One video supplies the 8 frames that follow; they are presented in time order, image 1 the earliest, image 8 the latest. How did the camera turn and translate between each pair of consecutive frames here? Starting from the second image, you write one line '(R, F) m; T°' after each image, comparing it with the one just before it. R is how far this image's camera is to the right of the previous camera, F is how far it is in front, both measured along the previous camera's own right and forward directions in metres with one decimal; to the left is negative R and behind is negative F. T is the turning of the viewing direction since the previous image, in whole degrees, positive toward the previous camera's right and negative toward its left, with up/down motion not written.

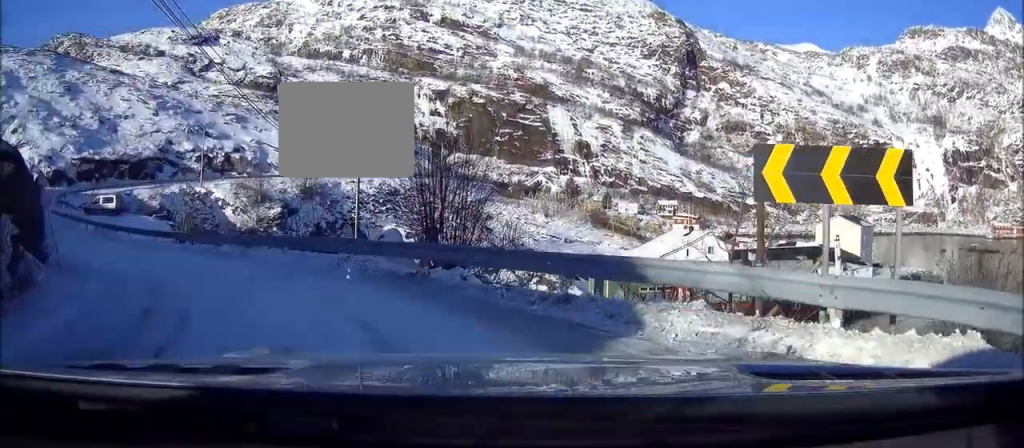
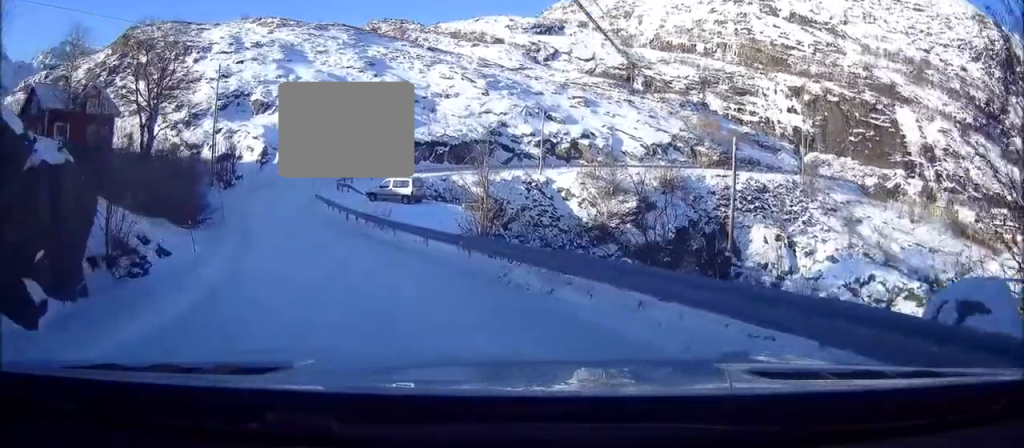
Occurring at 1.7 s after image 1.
(-3.0, +10.2) m; -37°
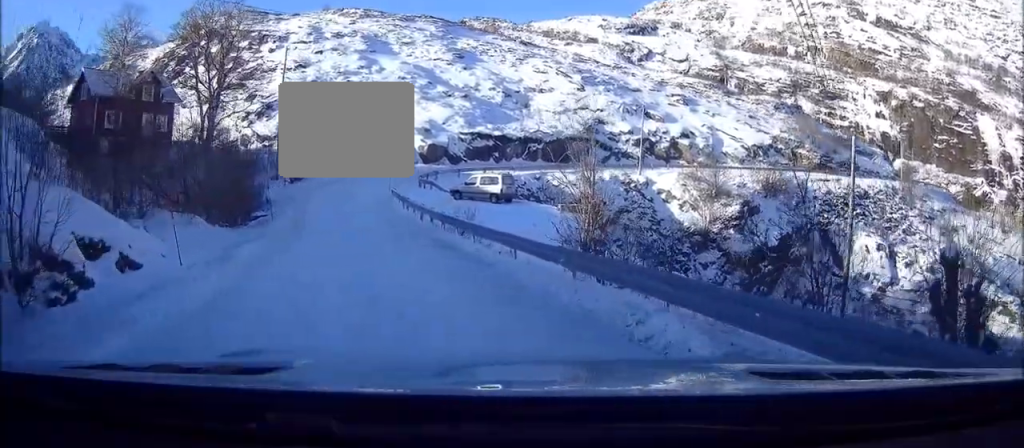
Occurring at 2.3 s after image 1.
(-0.8, +4.4) m; -9°
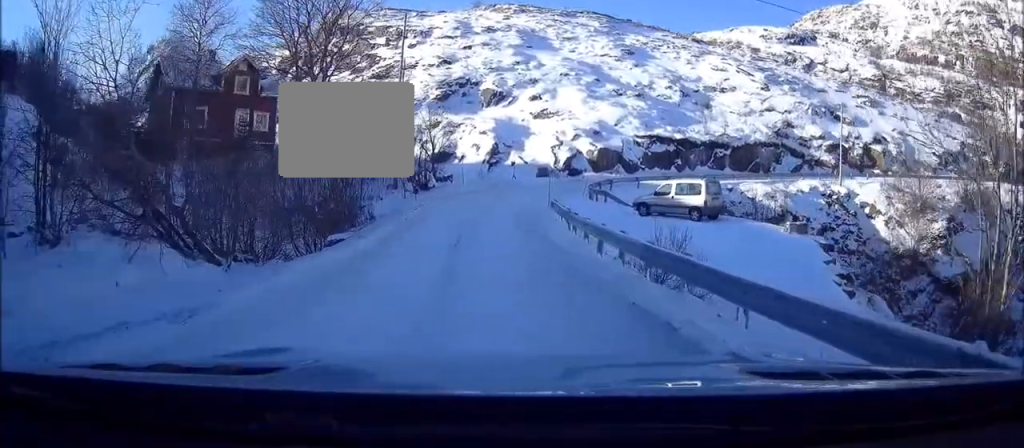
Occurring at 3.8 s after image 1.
(-1.2, +10.7) m; -10°
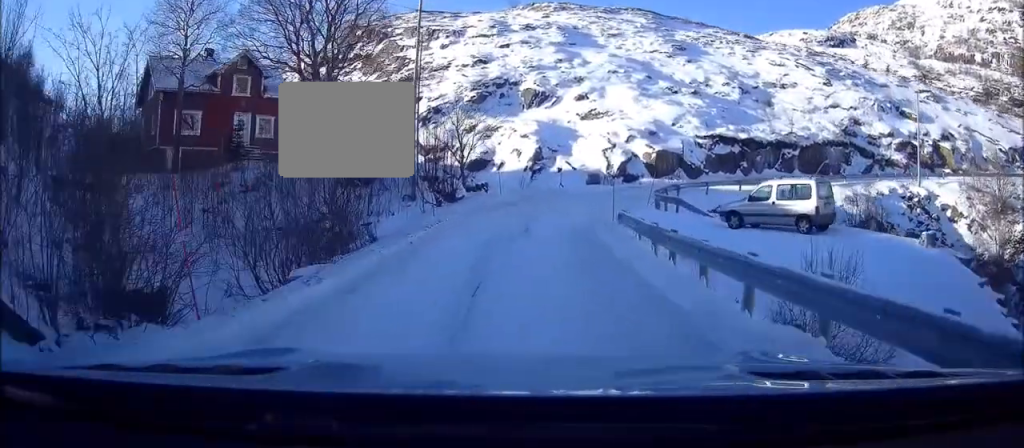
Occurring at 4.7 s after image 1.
(-0.1, +6.8) m; -6°
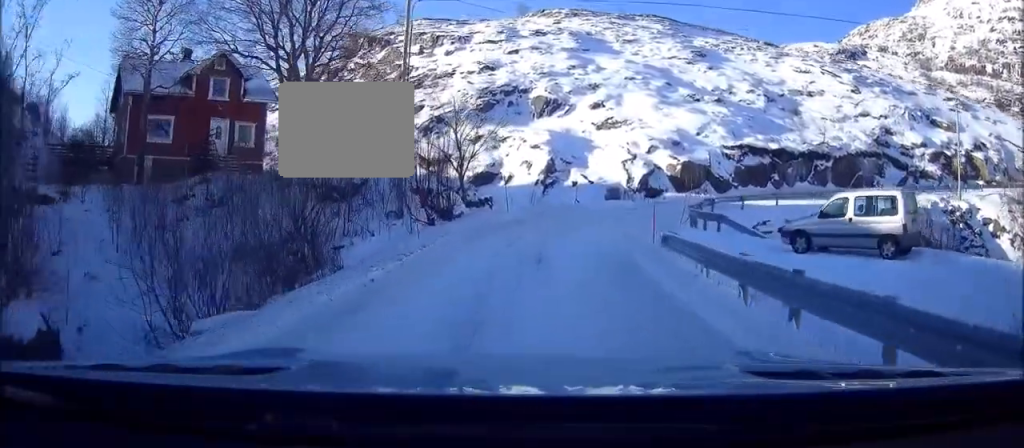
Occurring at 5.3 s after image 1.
(-0.5, +4.6) m; -1°
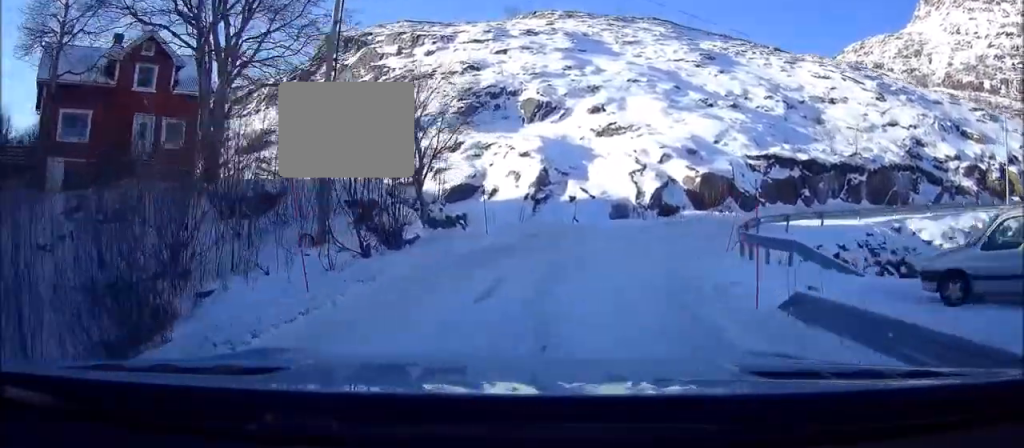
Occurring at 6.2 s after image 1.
(0.0, +7.5) m; +4°
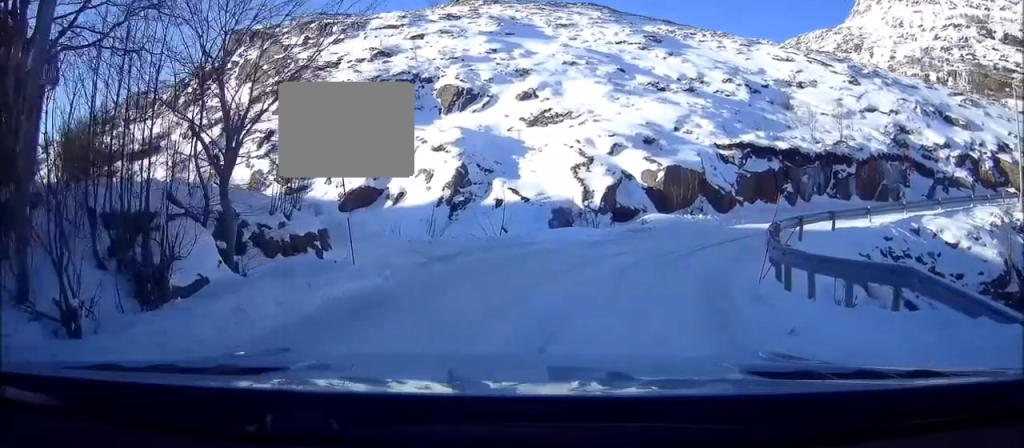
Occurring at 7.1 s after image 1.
(+0.6, +7.6) m; +8°
